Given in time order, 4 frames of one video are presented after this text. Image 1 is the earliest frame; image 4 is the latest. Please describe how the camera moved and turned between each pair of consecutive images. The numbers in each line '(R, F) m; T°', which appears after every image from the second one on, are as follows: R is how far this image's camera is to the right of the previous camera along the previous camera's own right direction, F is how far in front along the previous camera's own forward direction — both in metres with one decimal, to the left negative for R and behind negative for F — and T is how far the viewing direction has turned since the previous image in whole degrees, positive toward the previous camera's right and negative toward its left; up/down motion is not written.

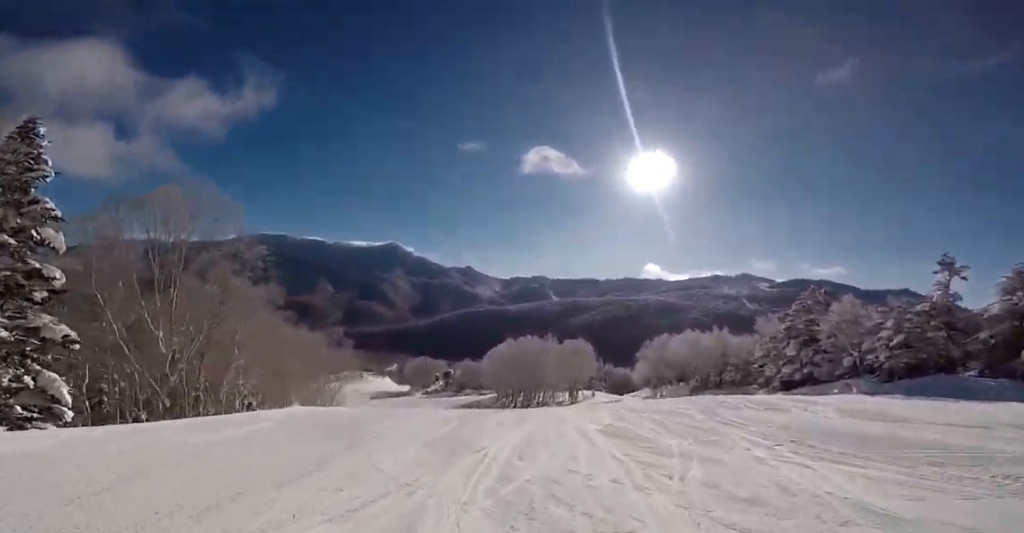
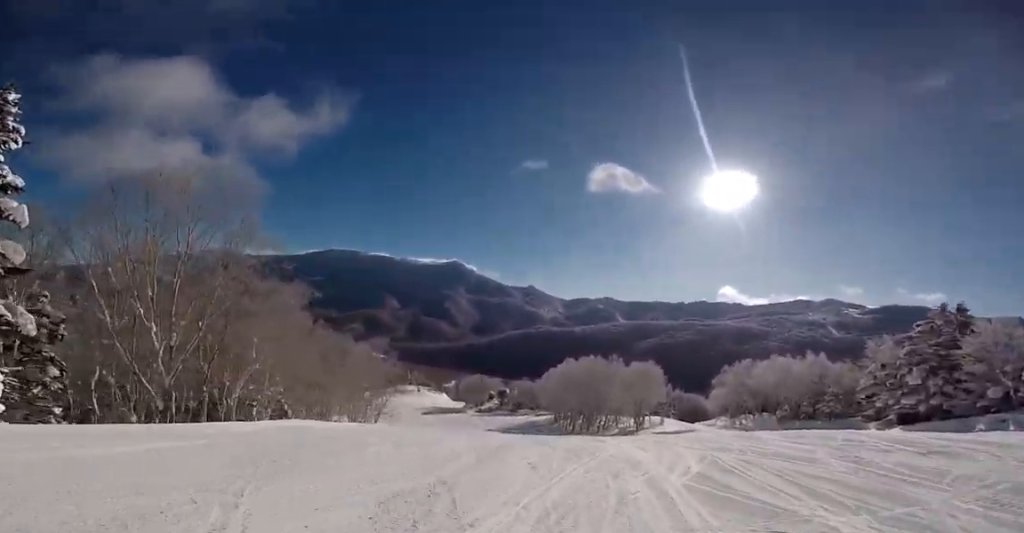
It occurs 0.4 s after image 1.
(-0.3, +4.1) m; -9°
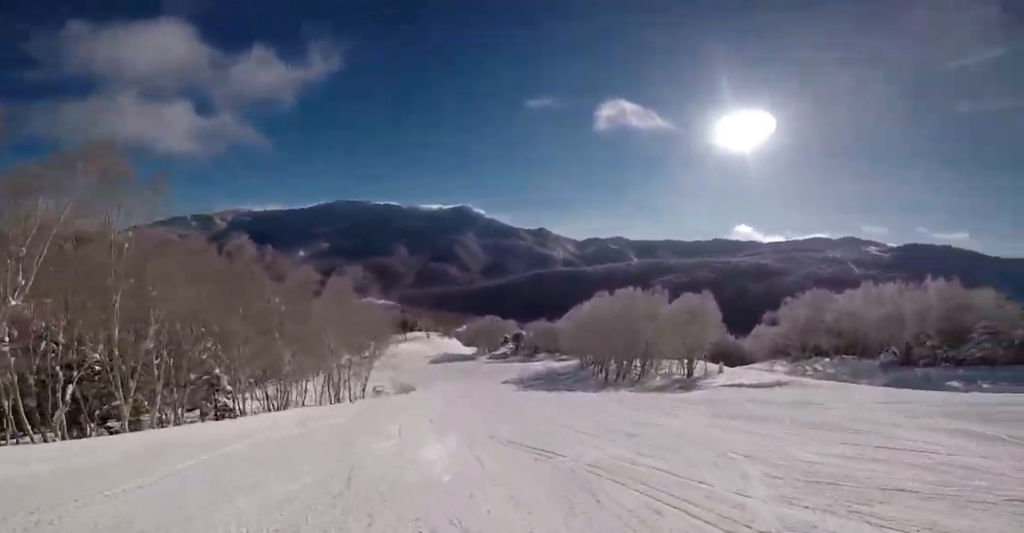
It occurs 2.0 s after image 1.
(-2.1, +13.6) m; +2°
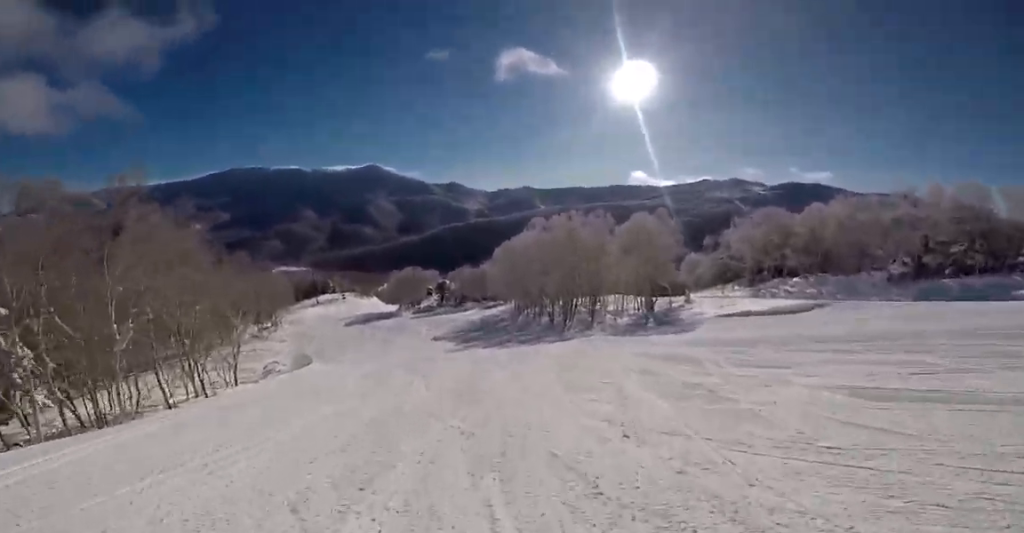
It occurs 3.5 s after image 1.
(+2.7, +13.2) m; +4°
